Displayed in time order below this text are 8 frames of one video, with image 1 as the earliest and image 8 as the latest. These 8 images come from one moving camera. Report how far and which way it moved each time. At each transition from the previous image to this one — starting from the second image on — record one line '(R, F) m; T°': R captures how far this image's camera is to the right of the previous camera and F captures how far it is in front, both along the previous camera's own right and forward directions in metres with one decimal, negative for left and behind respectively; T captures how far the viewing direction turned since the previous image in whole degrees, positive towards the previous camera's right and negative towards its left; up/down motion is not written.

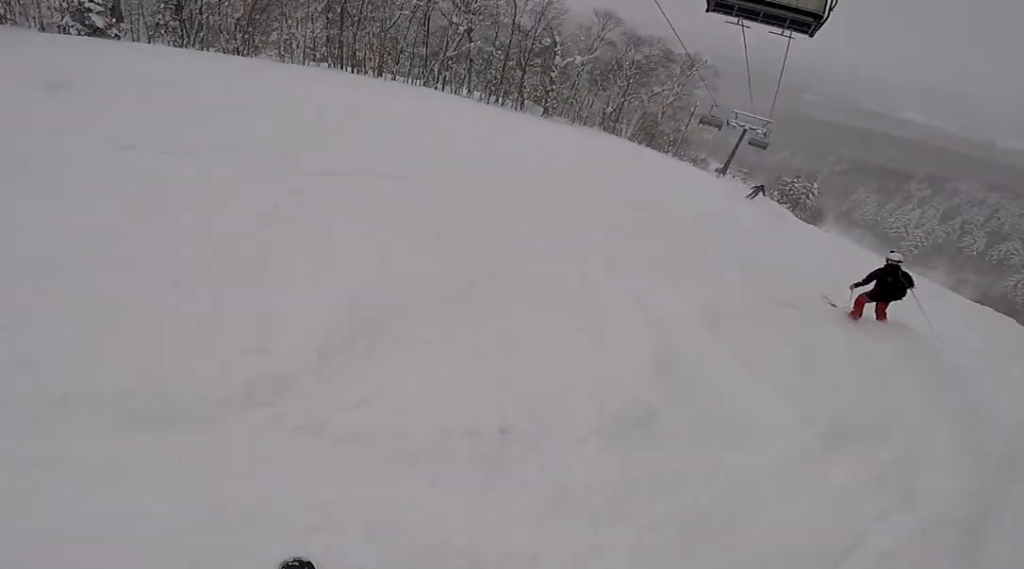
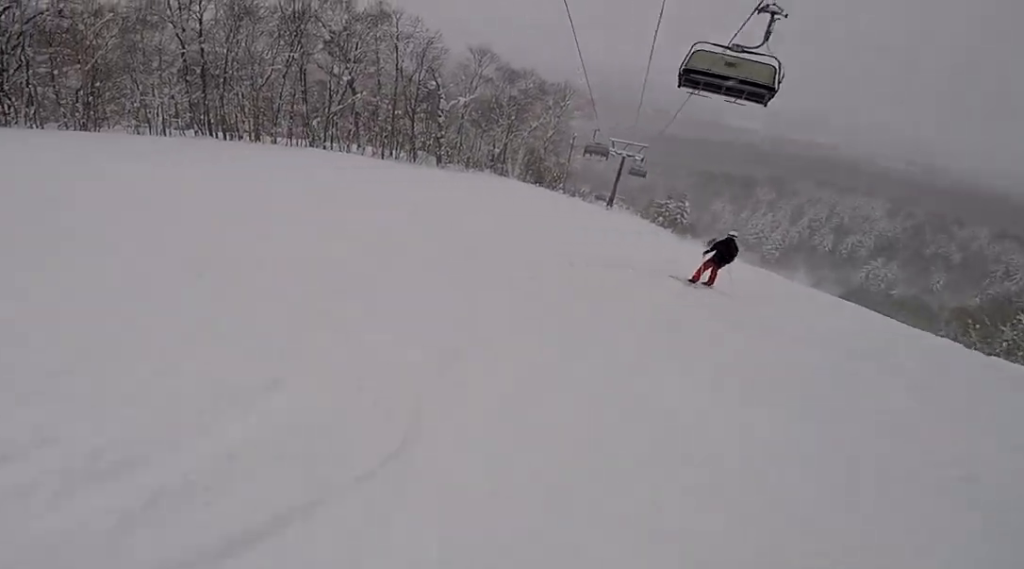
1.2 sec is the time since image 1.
(+0.2, +4.8) m; +21°
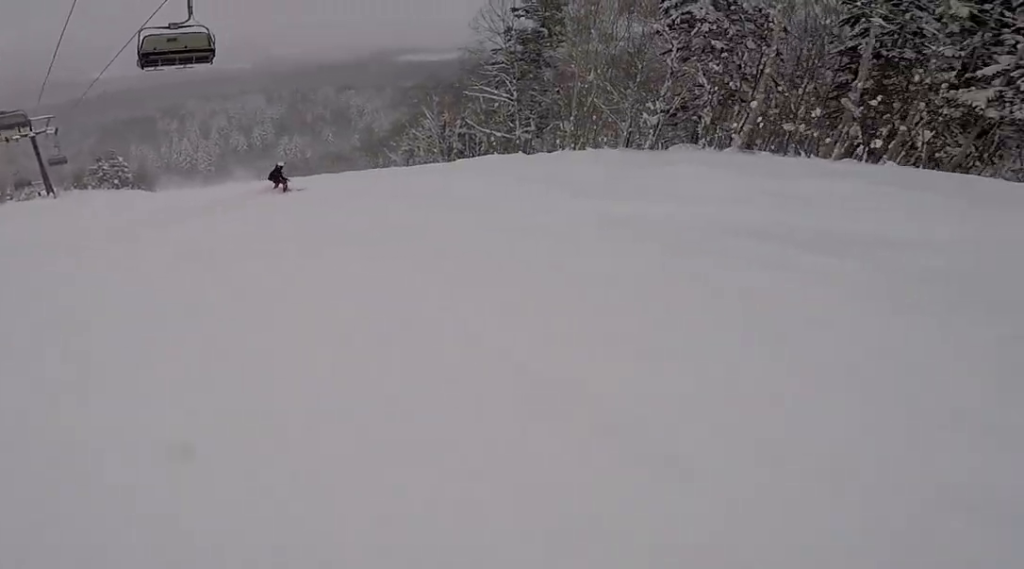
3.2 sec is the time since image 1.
(+4.3, +5.7) m; +75°
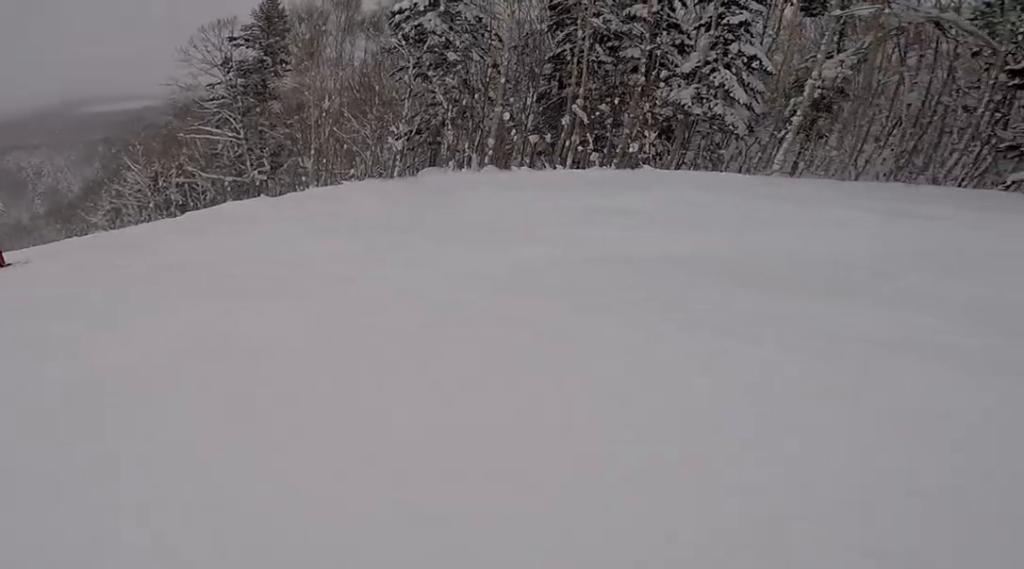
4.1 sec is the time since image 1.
(+0.9, +3.1) m; +14°
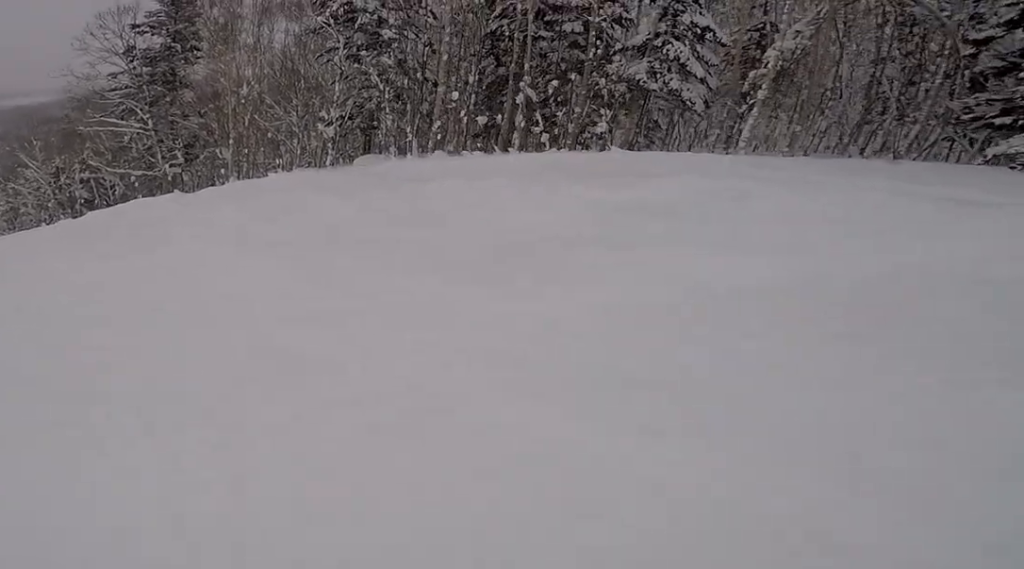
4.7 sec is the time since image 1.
(+0.2, +2.0) m; +4°
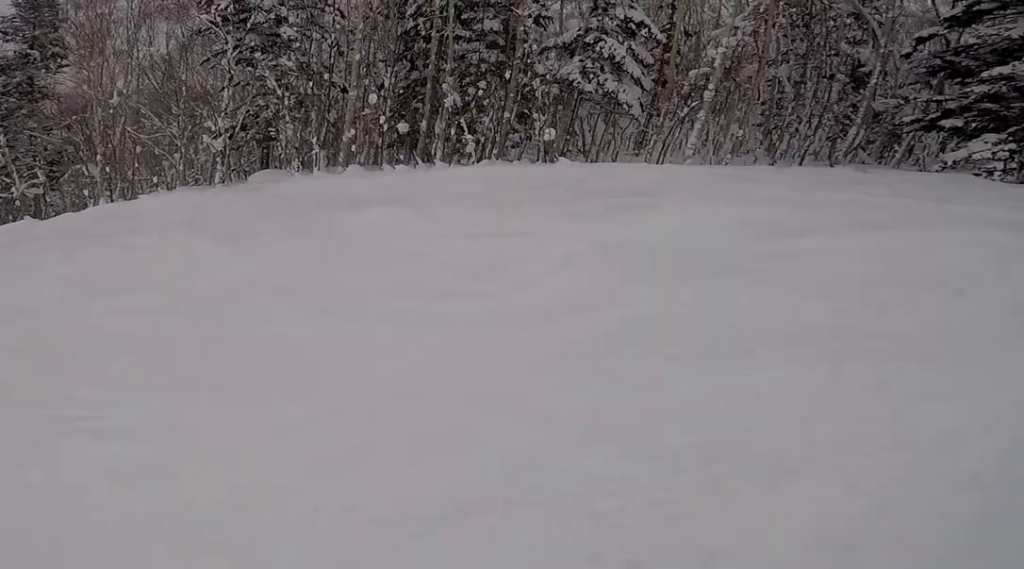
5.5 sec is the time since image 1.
(-0.5, +2.4) m; +7°
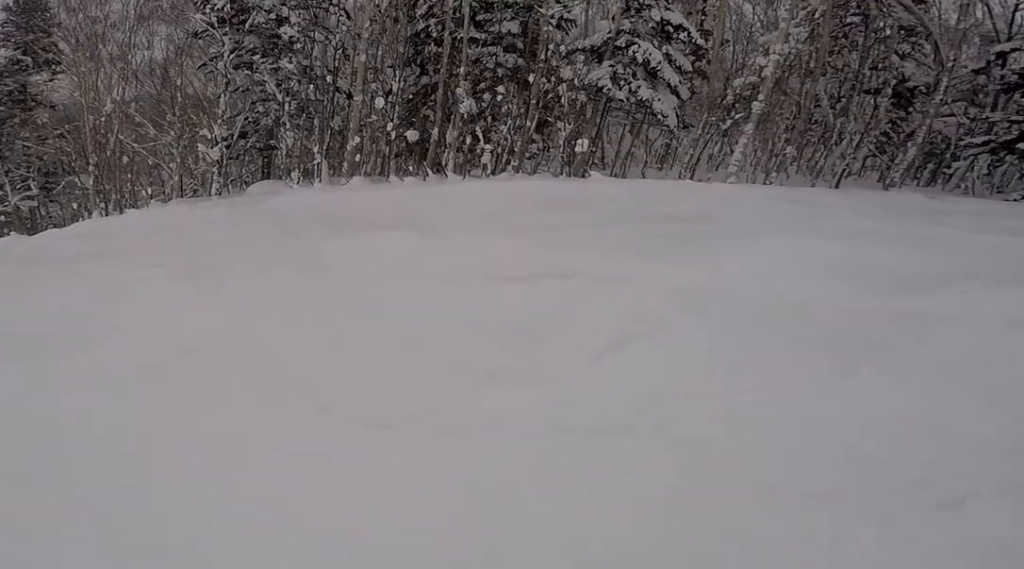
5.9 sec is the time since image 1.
(+0.4, +1.1) m; +9°
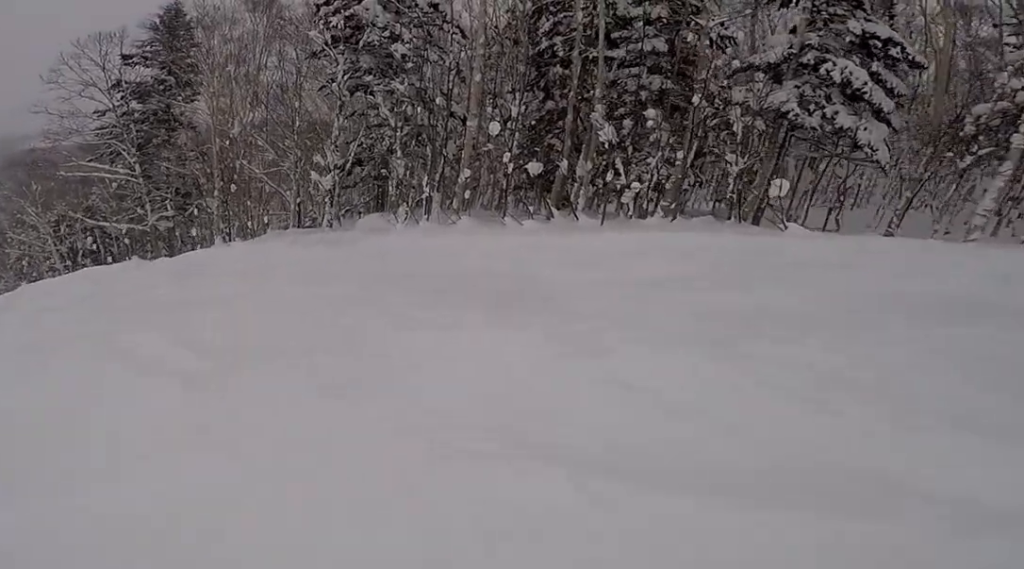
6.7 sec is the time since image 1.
(+0.4, +2.1) m; +12°
